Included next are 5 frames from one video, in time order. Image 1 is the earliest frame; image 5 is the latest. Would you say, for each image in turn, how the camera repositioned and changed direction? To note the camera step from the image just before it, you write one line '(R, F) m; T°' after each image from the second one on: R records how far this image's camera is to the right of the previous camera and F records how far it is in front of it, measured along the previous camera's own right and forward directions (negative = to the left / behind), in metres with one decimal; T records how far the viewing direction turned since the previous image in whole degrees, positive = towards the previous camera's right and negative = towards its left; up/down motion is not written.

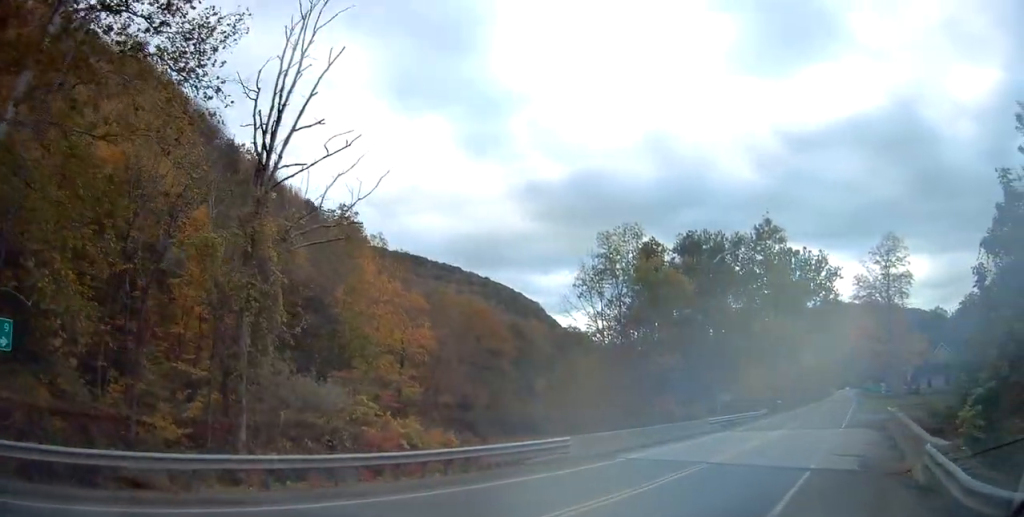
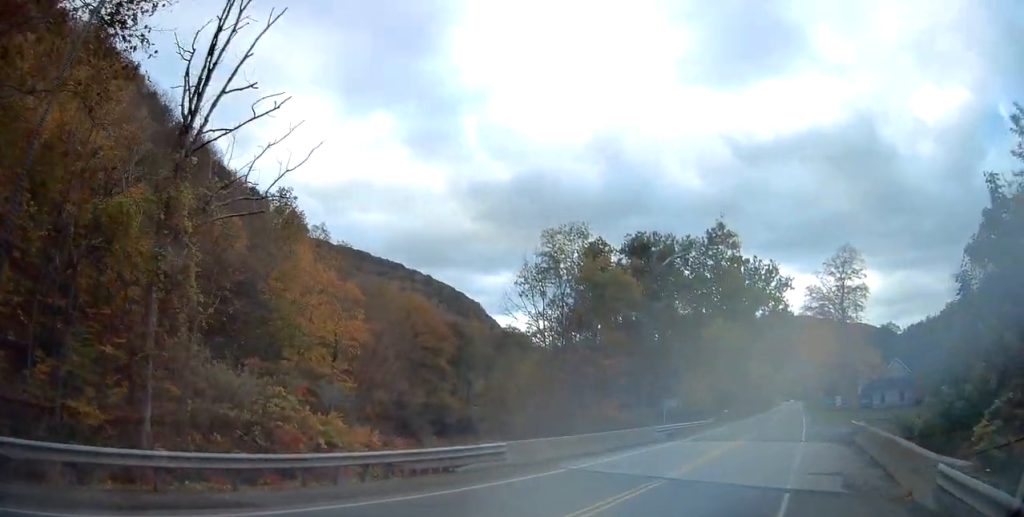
(0.0, +2.3) m; +6°
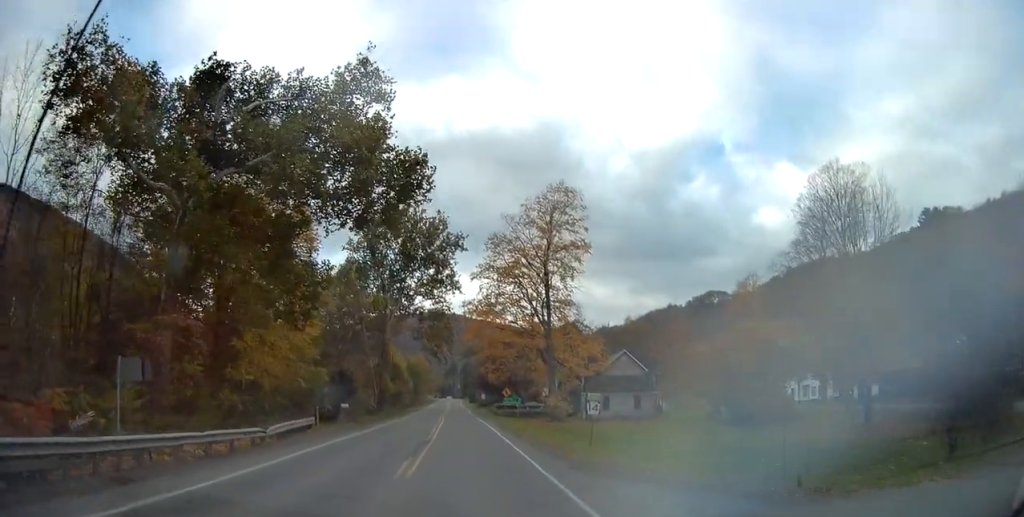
(+7.9, +33.0) m; +18°
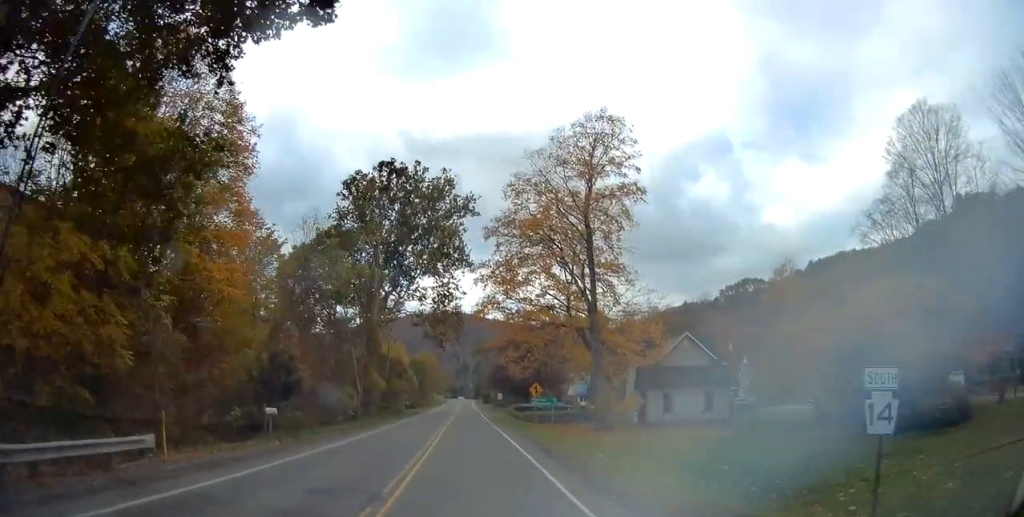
(+0.1, +18.6) m; -1°
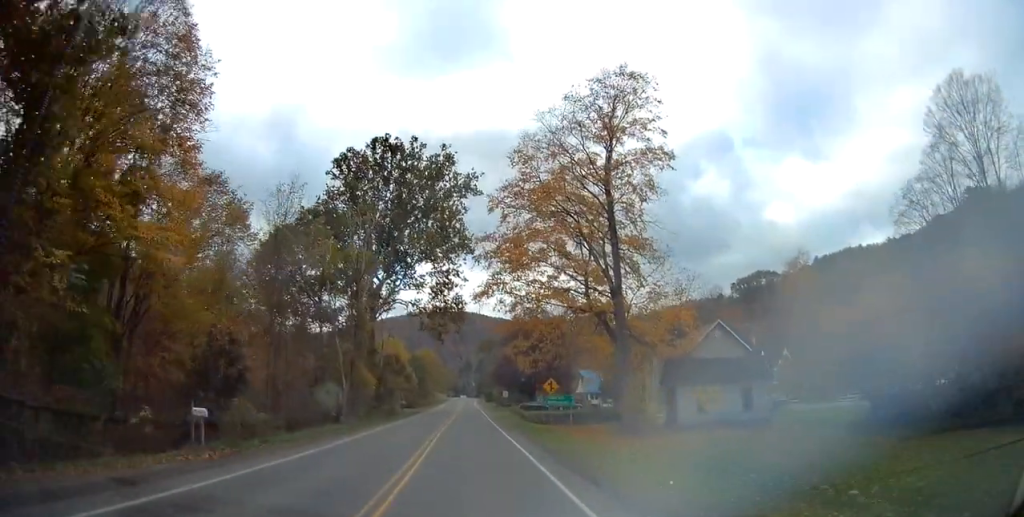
(-0.1, +7.4) m; -1°
